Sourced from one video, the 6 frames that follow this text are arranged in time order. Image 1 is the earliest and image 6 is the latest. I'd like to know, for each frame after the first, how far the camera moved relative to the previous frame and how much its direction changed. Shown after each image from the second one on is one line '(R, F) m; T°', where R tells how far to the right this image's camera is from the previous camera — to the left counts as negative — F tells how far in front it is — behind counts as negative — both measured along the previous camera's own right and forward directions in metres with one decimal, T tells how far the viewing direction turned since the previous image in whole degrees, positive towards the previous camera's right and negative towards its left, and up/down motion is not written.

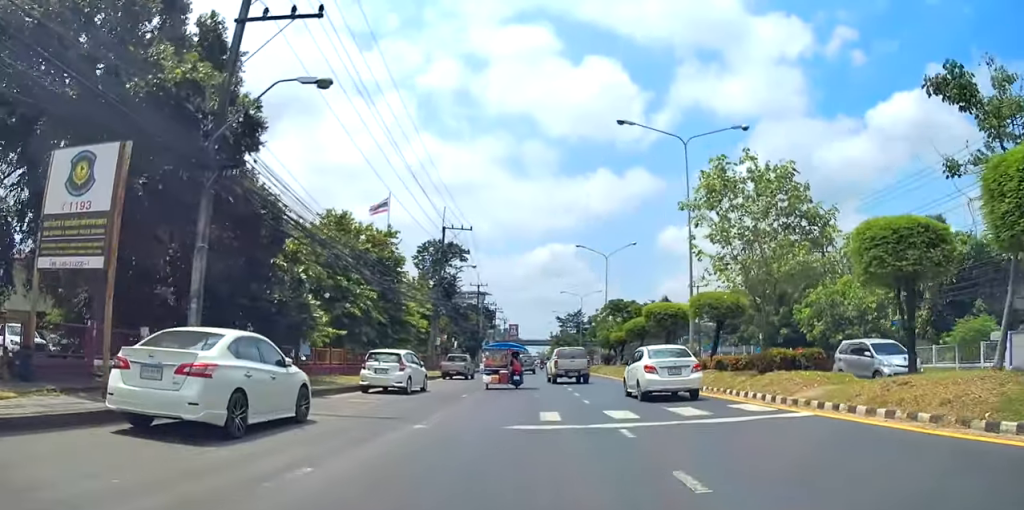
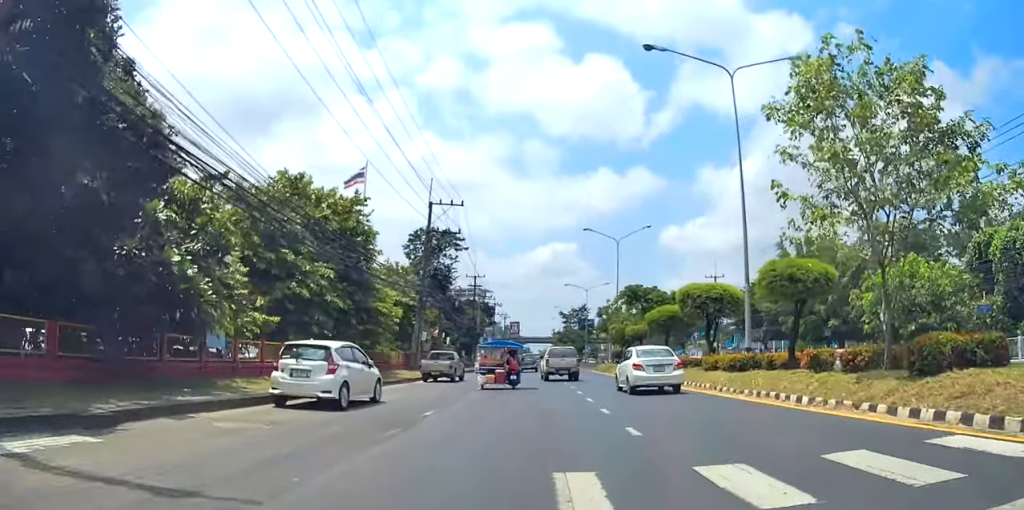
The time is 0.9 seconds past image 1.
(0.0, +7.1) m; 0°
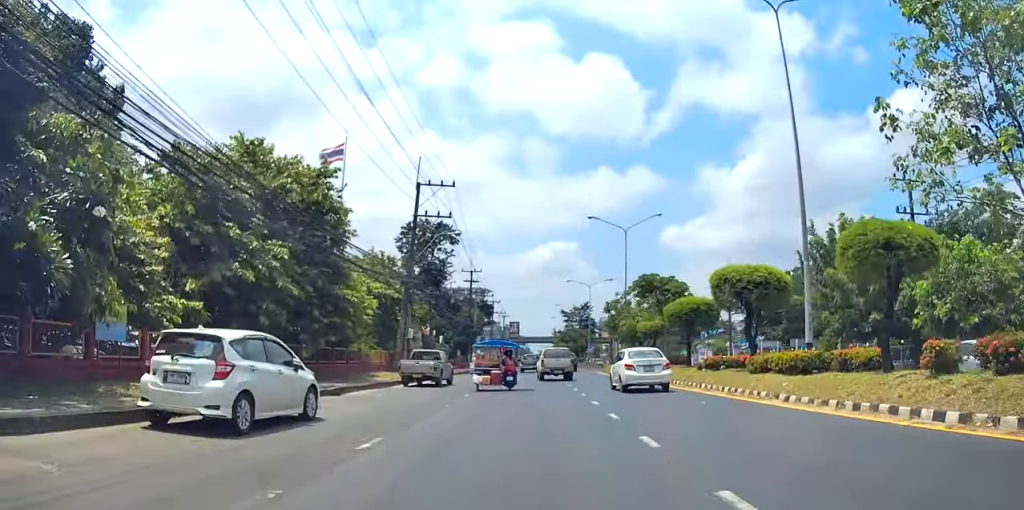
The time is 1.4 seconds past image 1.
(0.0, +4.7) m; -2°
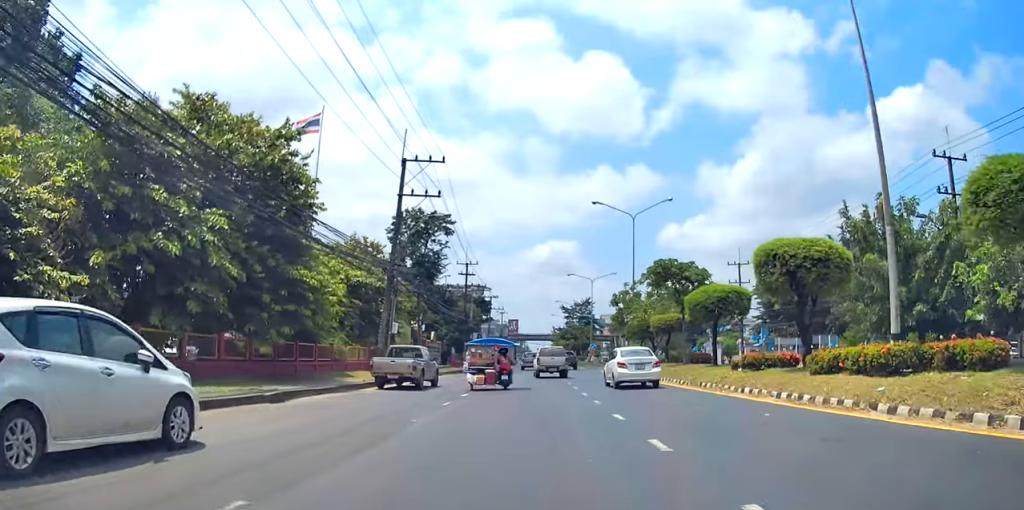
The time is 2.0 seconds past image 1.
(+0.1, +4.3) m; -2°
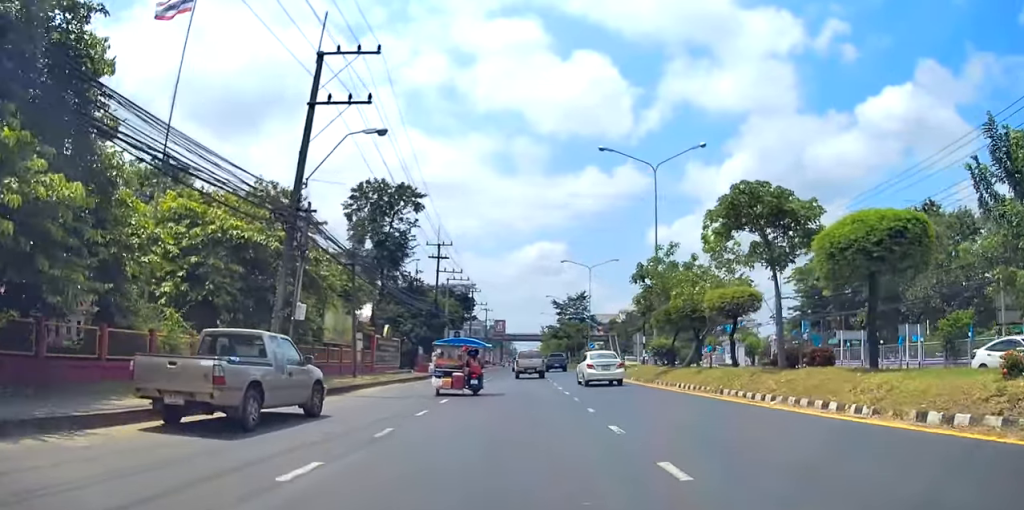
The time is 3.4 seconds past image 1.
(-0.1, +13.1) m; +3°
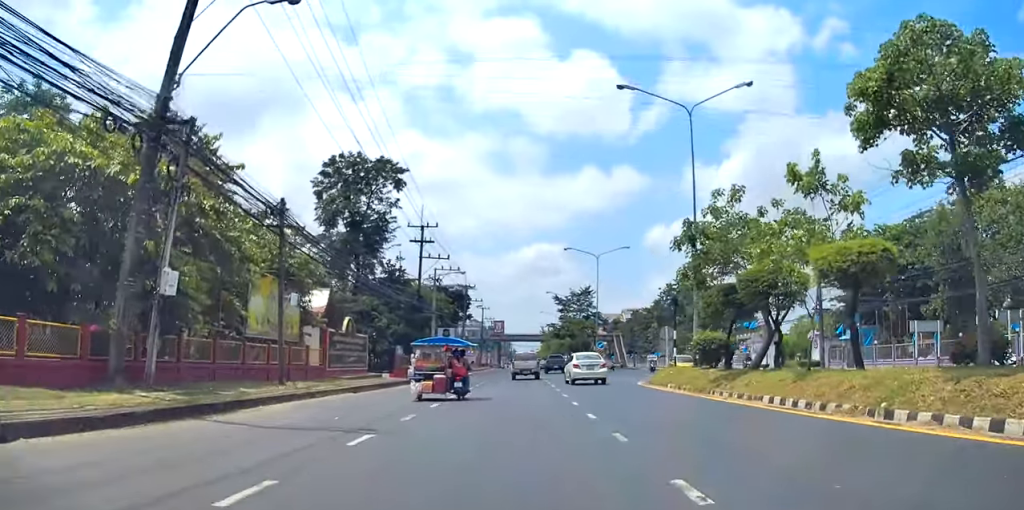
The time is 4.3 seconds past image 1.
(+0.4, +9.0) m; 0°
